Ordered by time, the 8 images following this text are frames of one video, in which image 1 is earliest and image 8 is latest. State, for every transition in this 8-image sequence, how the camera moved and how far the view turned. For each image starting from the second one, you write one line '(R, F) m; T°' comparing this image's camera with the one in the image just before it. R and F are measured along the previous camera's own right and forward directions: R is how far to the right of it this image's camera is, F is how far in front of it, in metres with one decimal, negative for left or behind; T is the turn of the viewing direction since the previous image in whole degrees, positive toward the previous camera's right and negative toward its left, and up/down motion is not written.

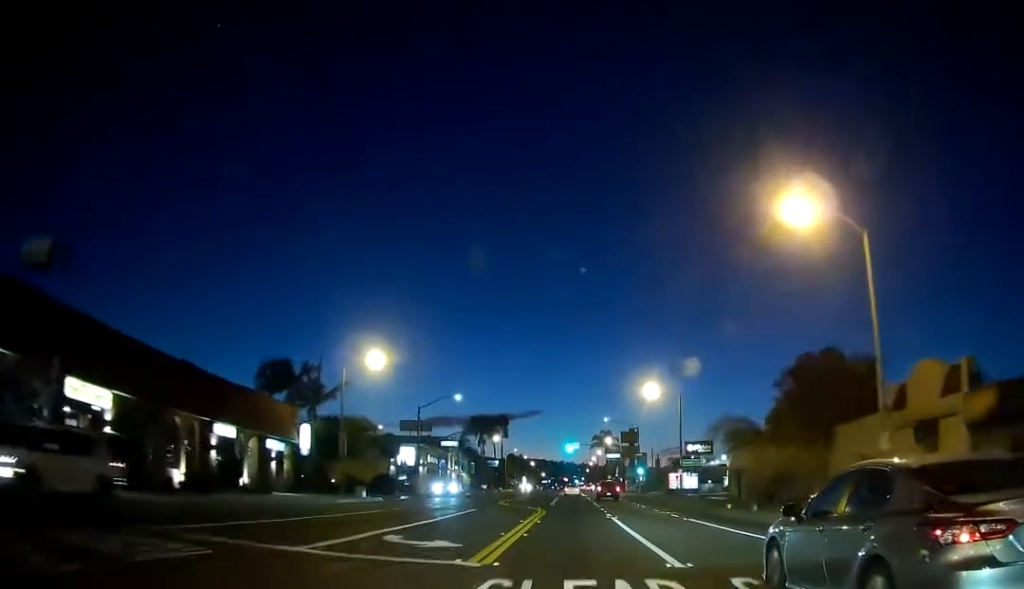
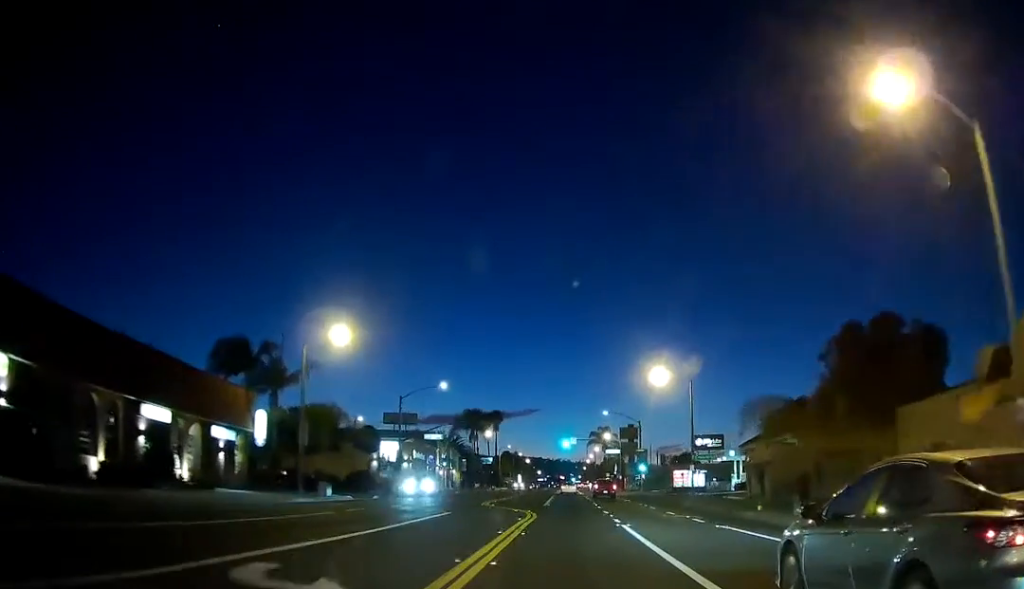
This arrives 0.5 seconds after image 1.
(0.0, +7.4) m; 0°
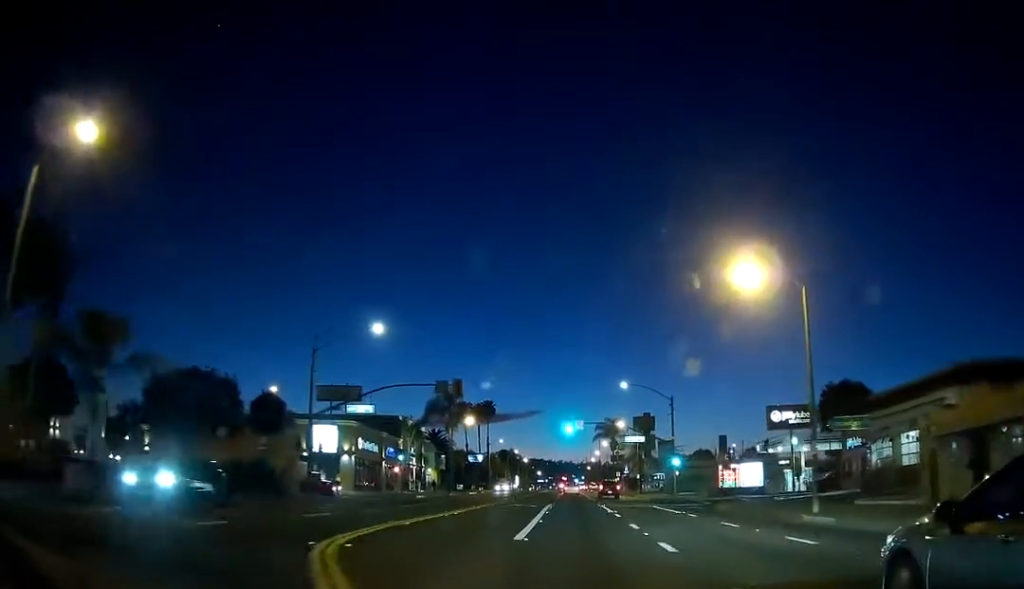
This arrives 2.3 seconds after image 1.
(0.0, +27.5) m; 0°
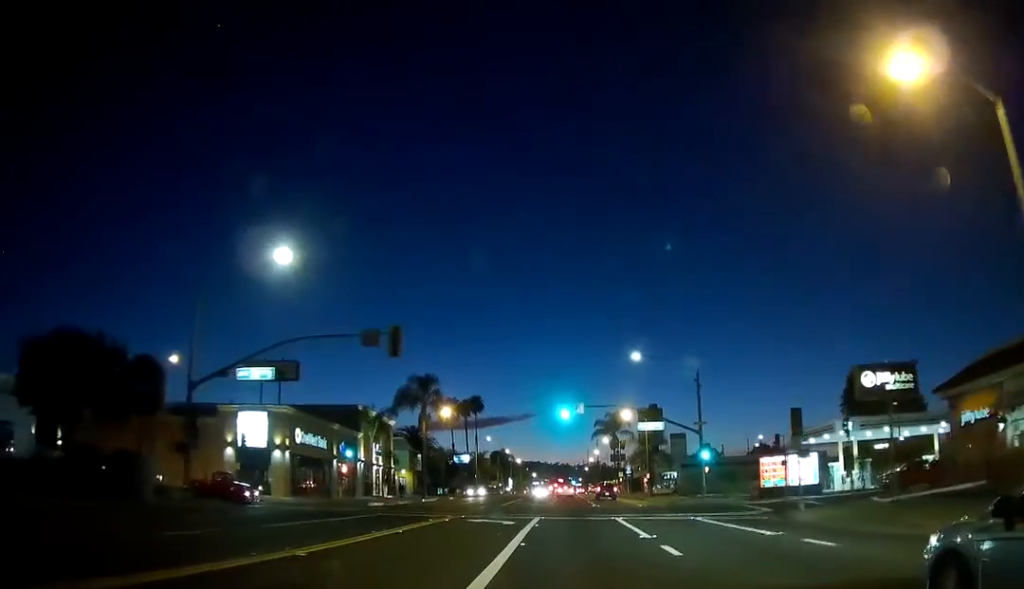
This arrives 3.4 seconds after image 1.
(0.0, +16.3) m; 0°
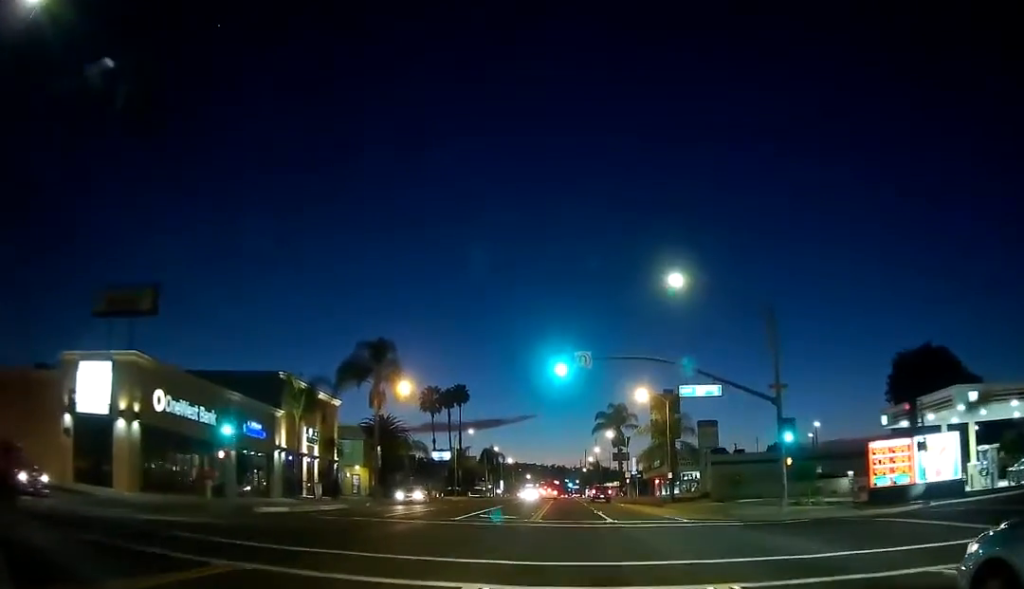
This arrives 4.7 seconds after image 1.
(+0.2, +20.6) m; +1°
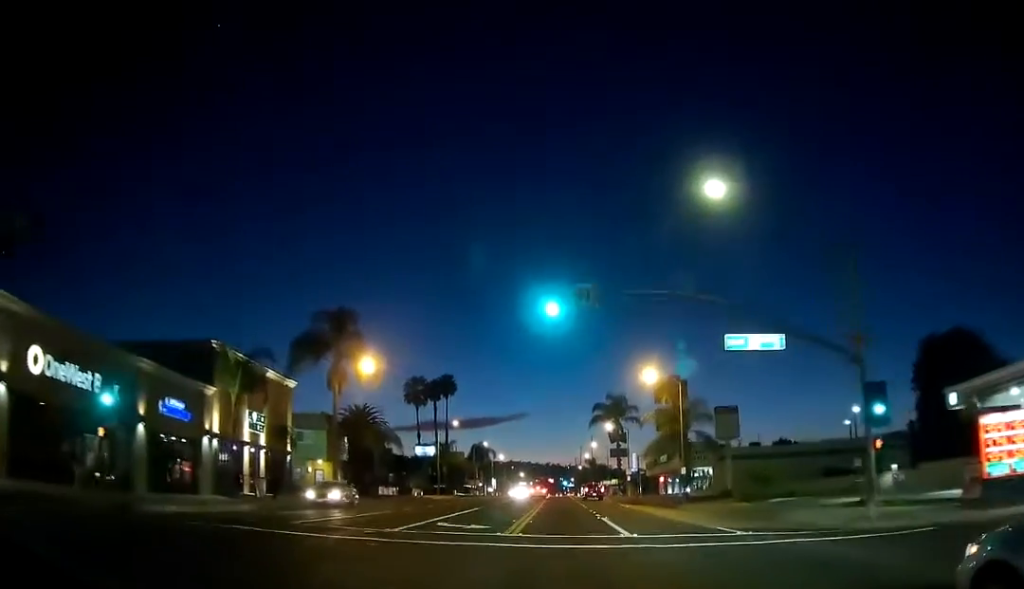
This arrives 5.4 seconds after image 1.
(+0.1, +10.6) m; -1°
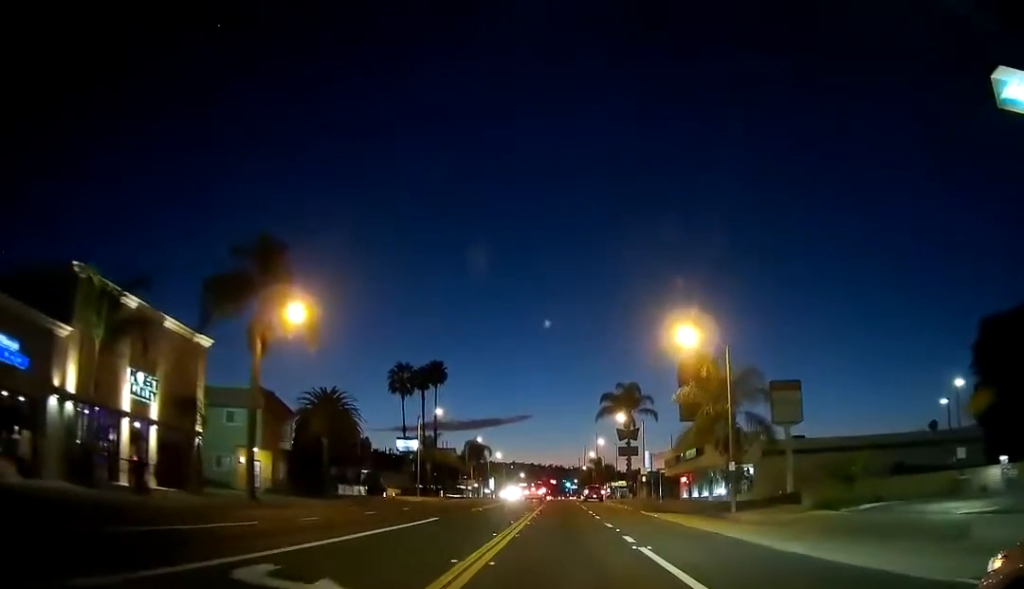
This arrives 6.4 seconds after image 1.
(-0.3, +15.2) m; -3°
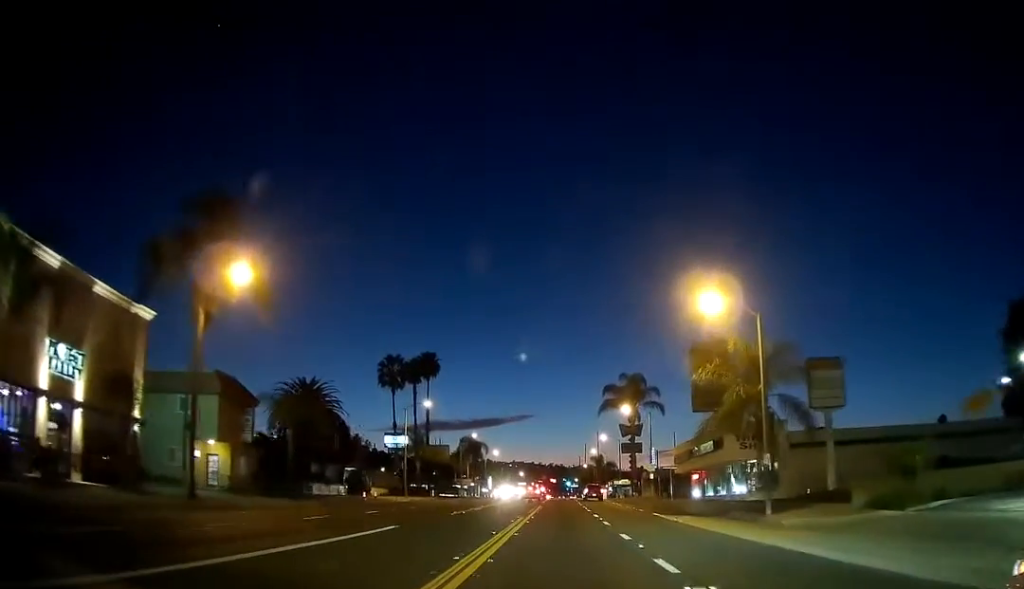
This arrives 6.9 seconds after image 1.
(-0.3, +6.6) m; +1°
